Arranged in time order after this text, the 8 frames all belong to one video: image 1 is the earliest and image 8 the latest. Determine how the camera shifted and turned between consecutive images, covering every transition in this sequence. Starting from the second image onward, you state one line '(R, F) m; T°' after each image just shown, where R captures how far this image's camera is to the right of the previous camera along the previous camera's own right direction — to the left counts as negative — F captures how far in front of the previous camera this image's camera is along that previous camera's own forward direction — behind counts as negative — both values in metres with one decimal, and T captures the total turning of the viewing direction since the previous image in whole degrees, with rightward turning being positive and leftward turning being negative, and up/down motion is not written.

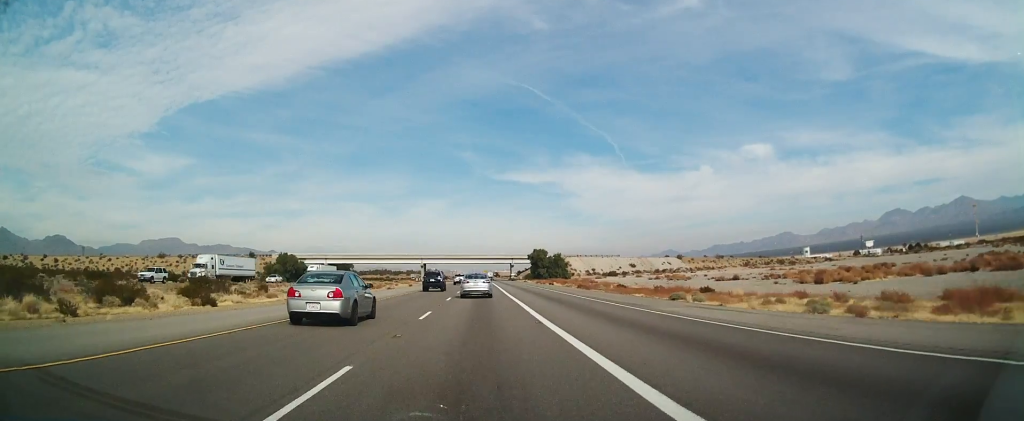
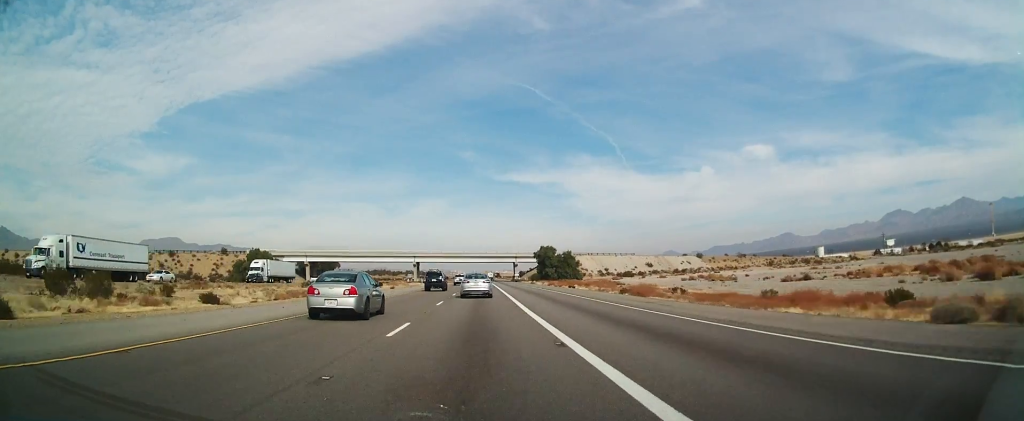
(-0.1, +20.7) m; 0°
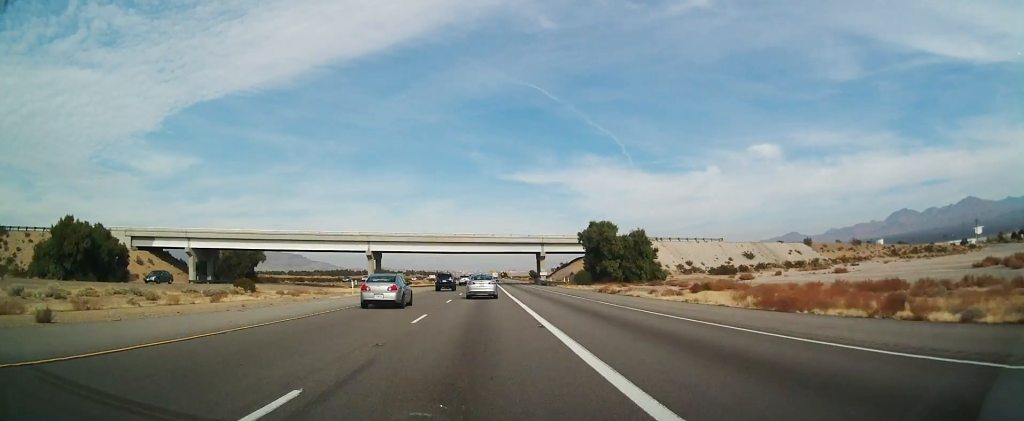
(+0.8, +69.3) m; 0°
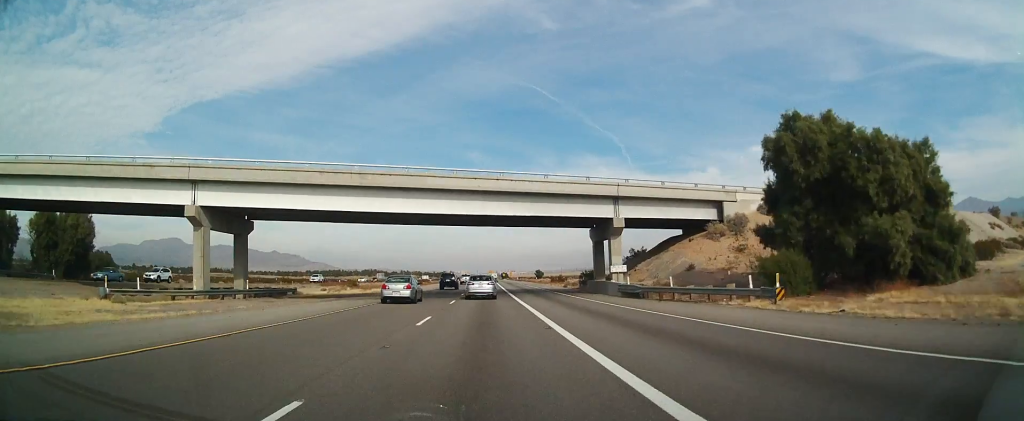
(-0.5, +58.2) m; -1°
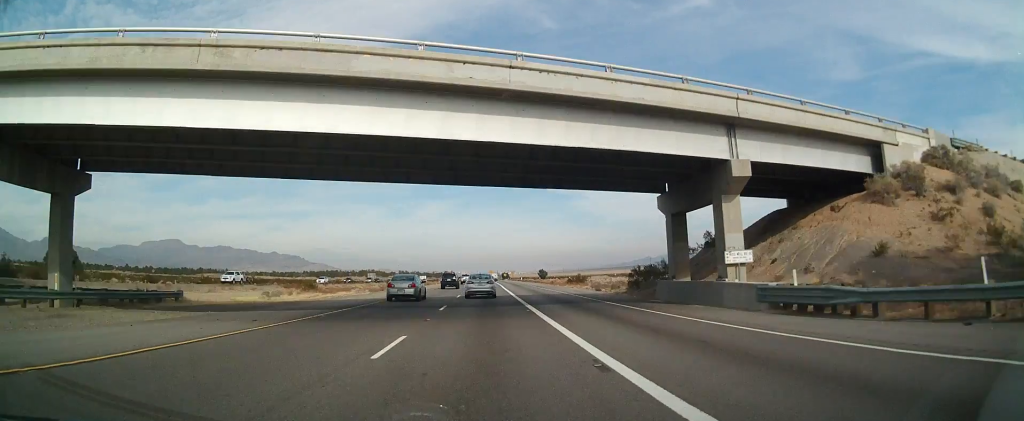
(-0.1, +21.3) m; 0°
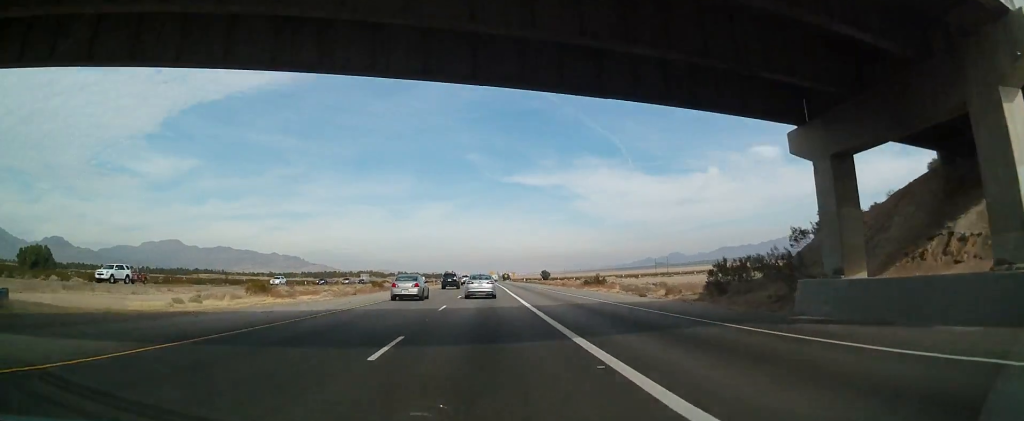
(-0.2, +14.6) m; 0°
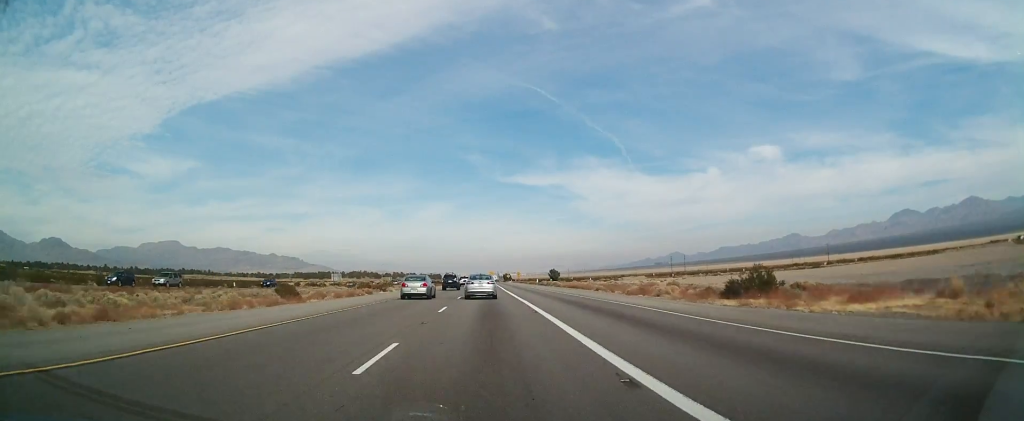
(+0.4, +44.2) m; 0°
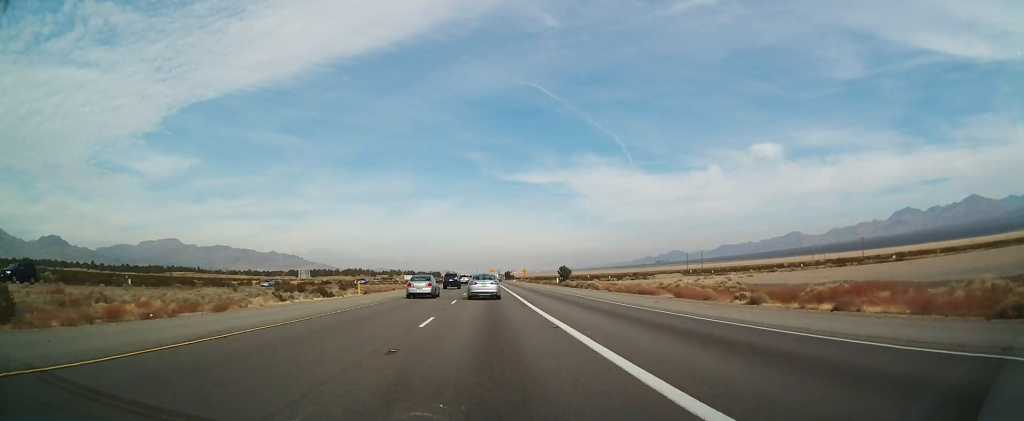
(-0.5, +35.4) m; -1°
